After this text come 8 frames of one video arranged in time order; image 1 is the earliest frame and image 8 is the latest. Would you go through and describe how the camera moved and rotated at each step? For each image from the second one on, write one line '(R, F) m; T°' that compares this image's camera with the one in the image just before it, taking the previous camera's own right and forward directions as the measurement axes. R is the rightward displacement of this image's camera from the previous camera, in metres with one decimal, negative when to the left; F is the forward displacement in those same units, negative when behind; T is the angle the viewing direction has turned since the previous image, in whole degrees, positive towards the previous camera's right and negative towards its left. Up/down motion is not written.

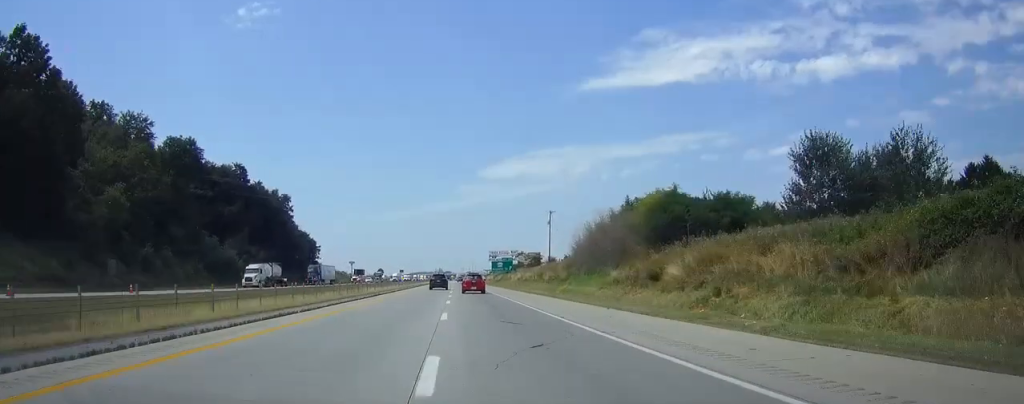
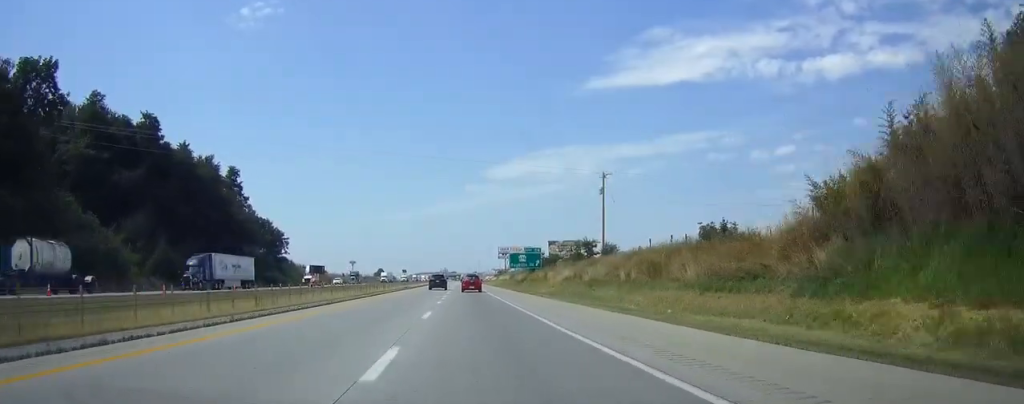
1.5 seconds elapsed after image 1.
(+0.1, +47.8) m; 0°
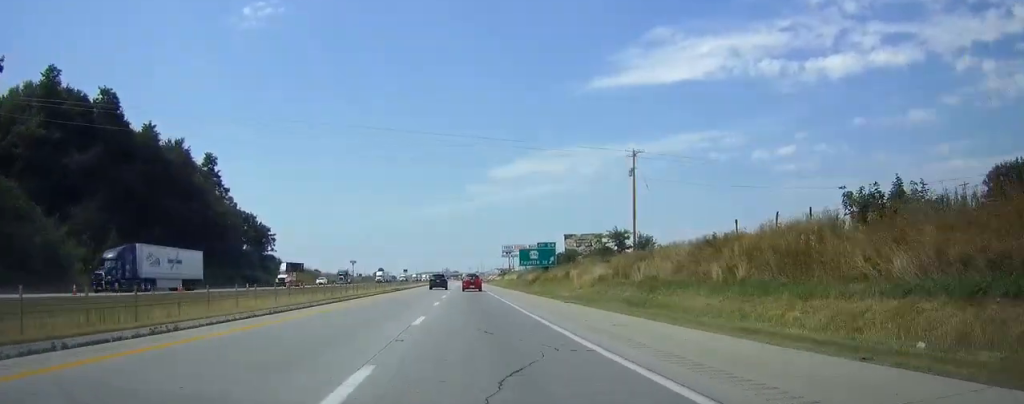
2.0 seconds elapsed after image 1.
(-0.1, +14.9) m; 0°
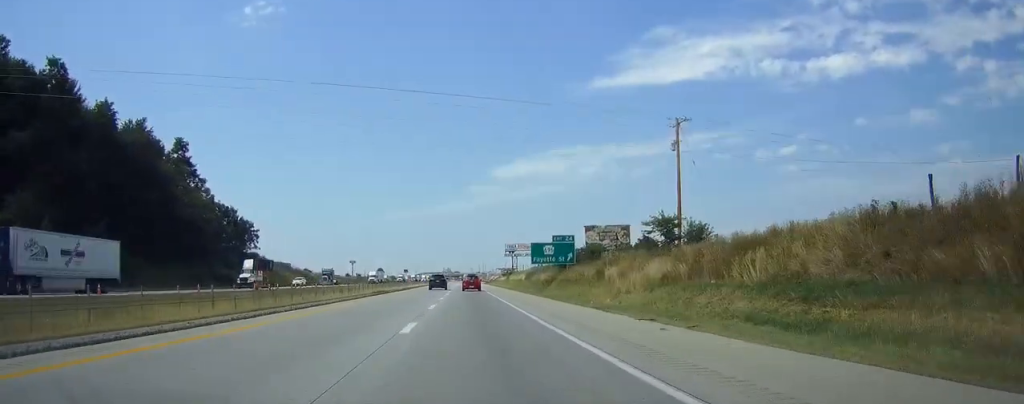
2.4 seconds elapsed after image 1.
(0.0, +14.8) m; 0°
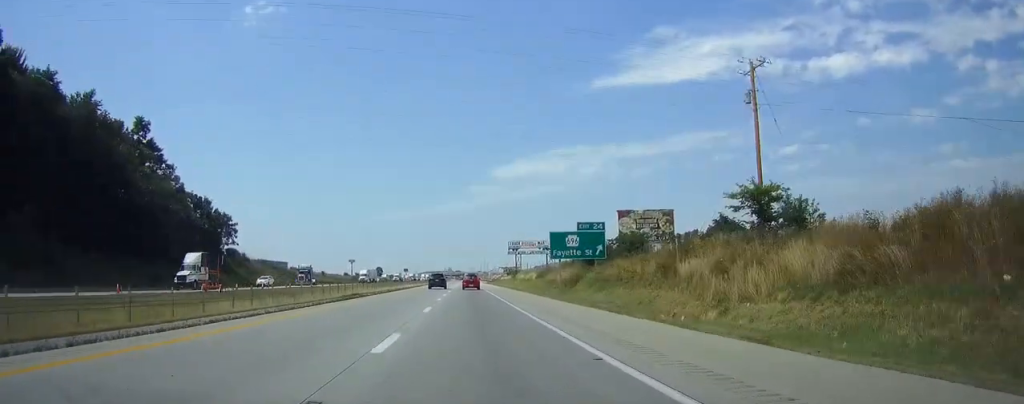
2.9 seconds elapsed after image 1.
(-0.1, +15.9) m; 0°
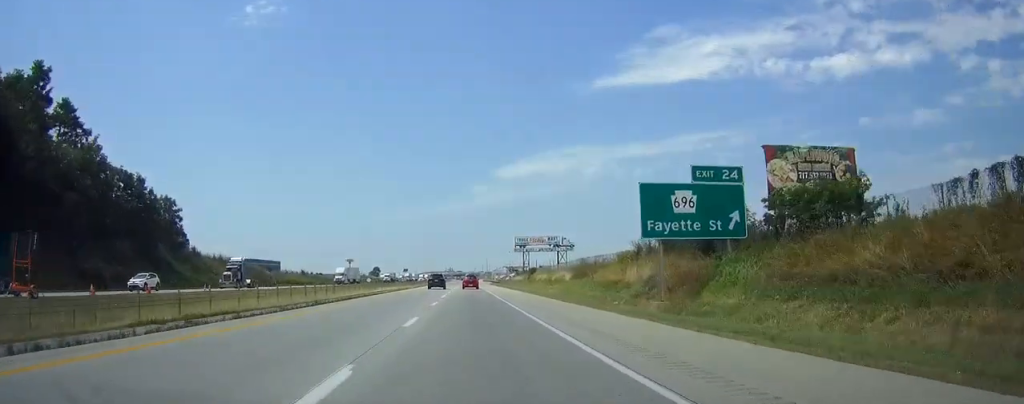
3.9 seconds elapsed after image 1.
(0.0, +29.6) m; 0°
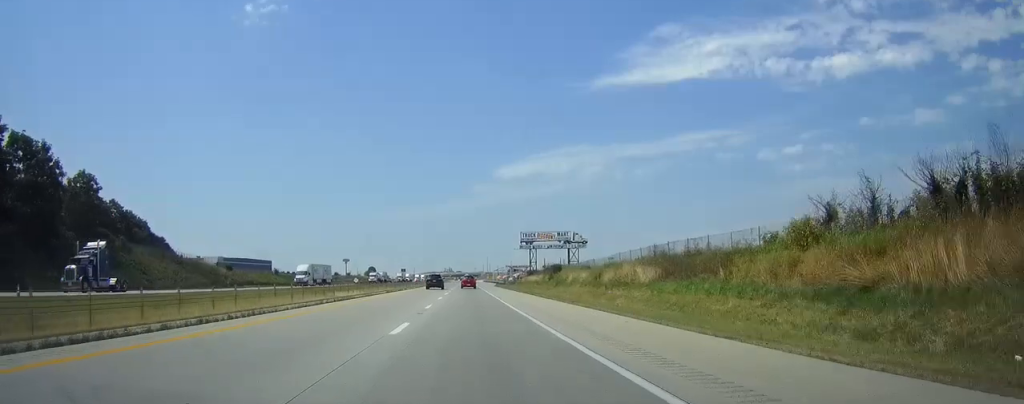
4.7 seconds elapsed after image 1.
(0.0, +27.4) m; 0°
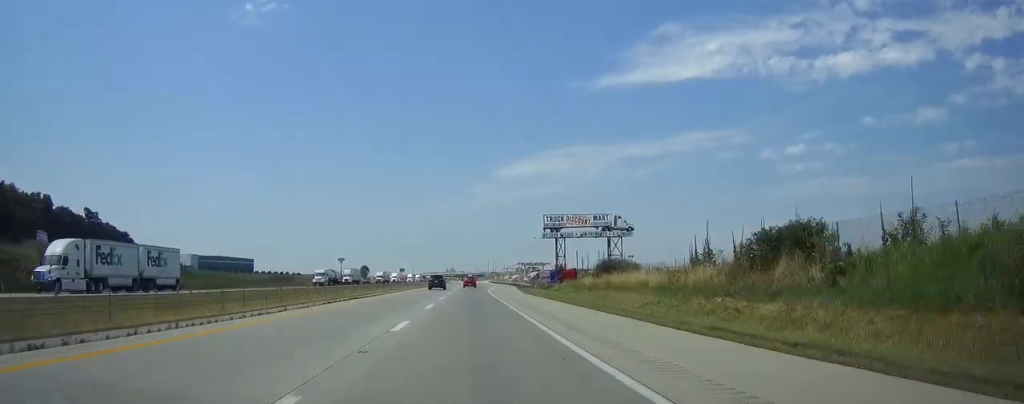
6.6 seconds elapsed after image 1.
(0.0, +60.0) m; 0°
